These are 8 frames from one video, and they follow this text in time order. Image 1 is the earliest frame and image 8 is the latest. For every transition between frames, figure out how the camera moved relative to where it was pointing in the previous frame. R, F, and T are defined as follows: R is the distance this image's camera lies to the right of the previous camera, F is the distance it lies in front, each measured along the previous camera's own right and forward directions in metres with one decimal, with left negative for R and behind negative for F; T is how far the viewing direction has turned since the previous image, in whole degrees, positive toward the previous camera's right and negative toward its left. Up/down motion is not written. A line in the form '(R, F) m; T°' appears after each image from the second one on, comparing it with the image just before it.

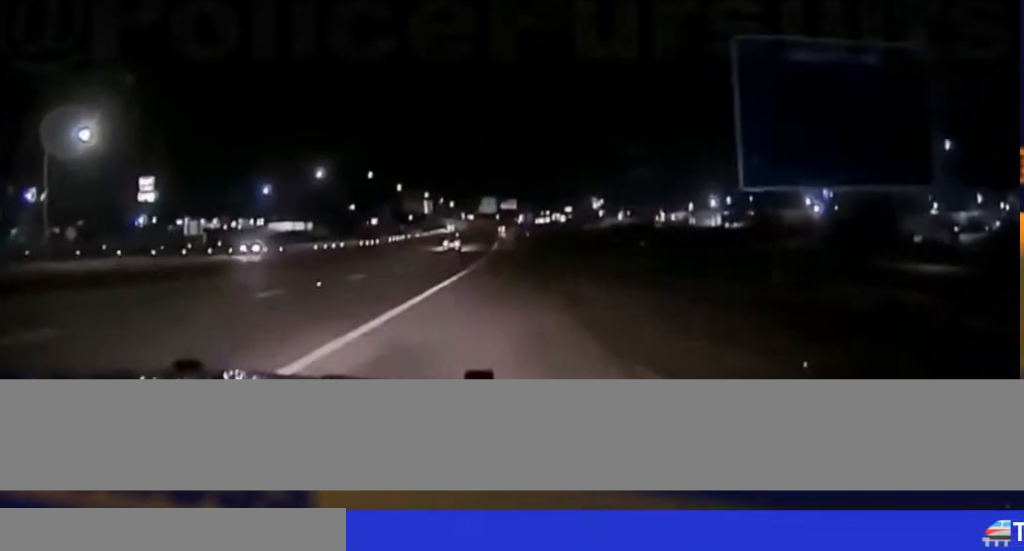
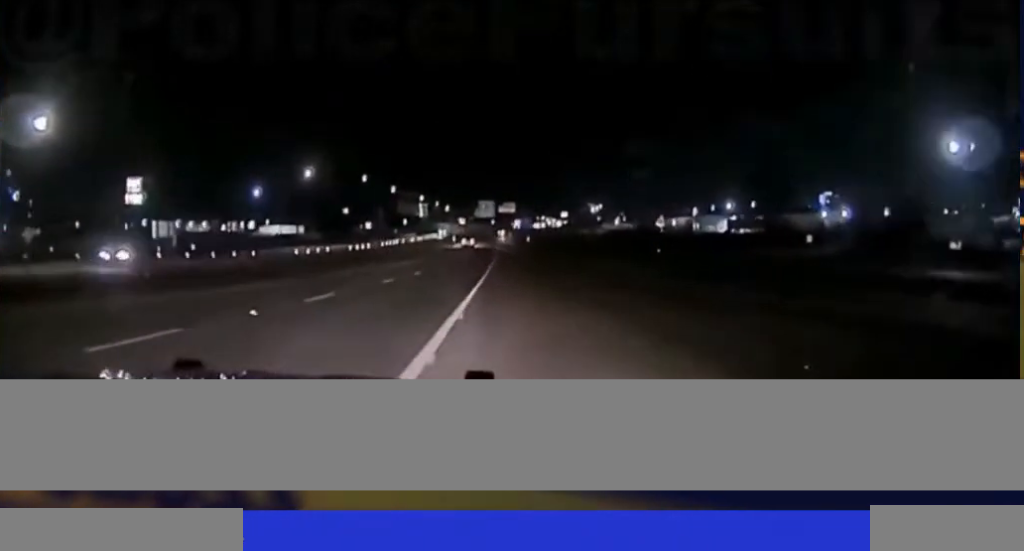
(+0.1, +14.2) m; +2°
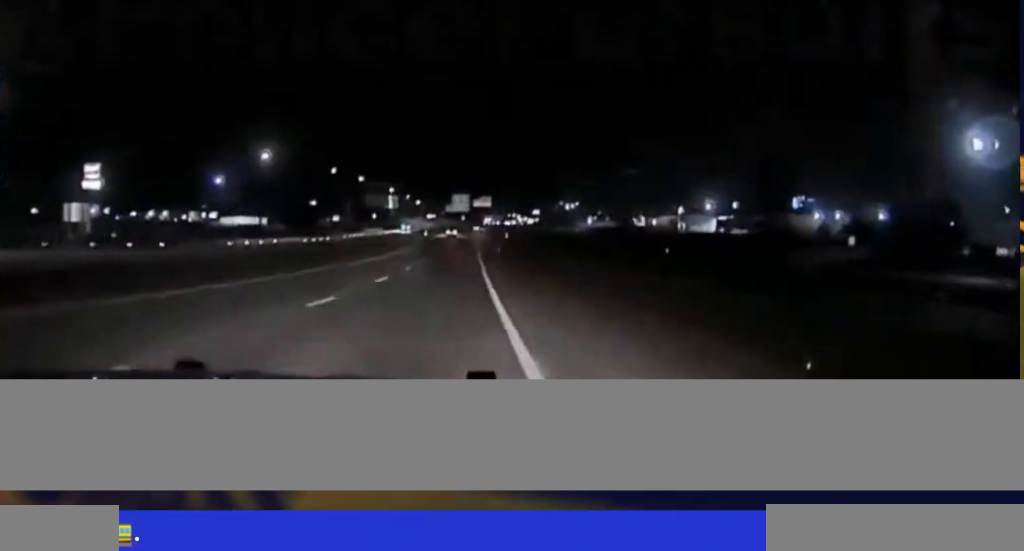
(+0.6, +18.8) m; +2°
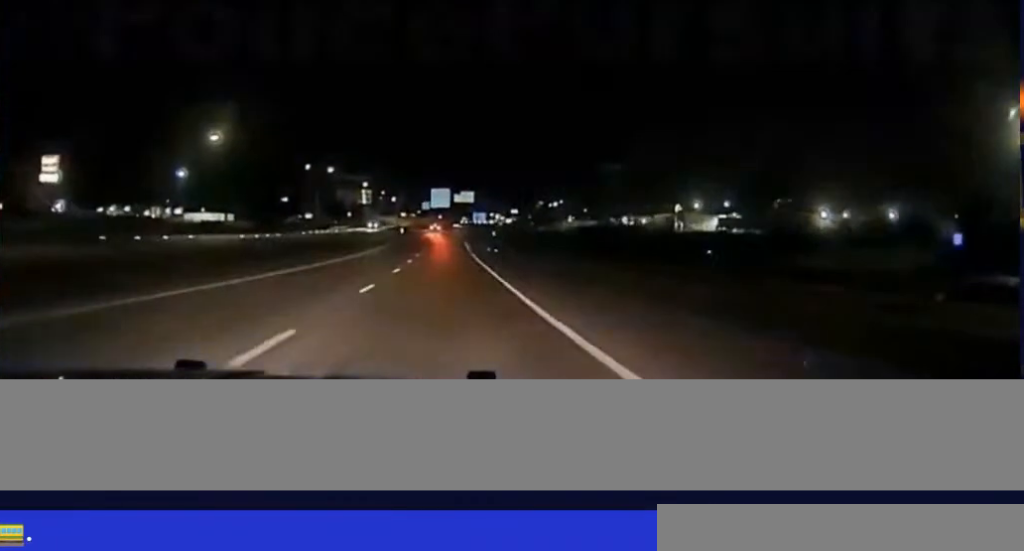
(+0.3, +23.4) m; +1°
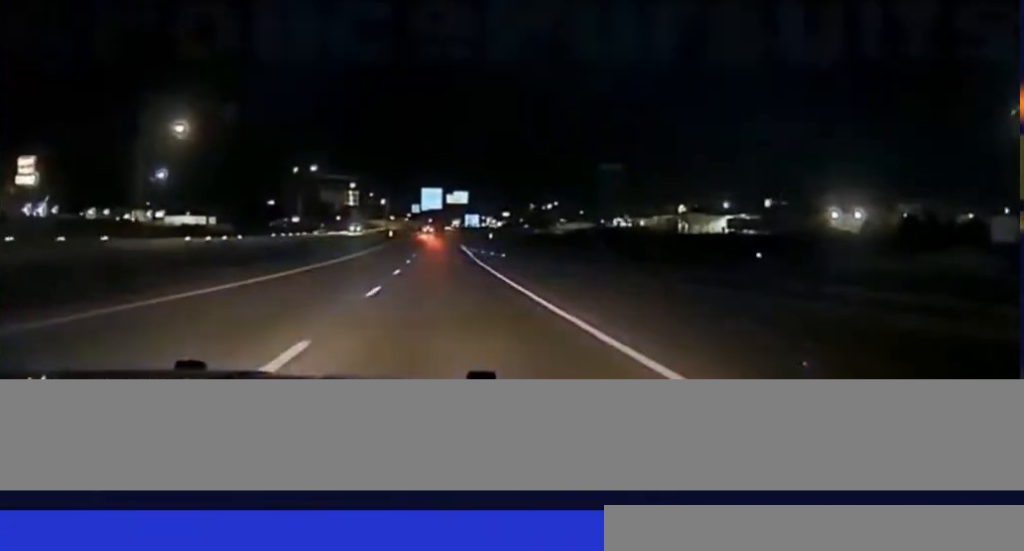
(0.0, +13.3) m; 0°
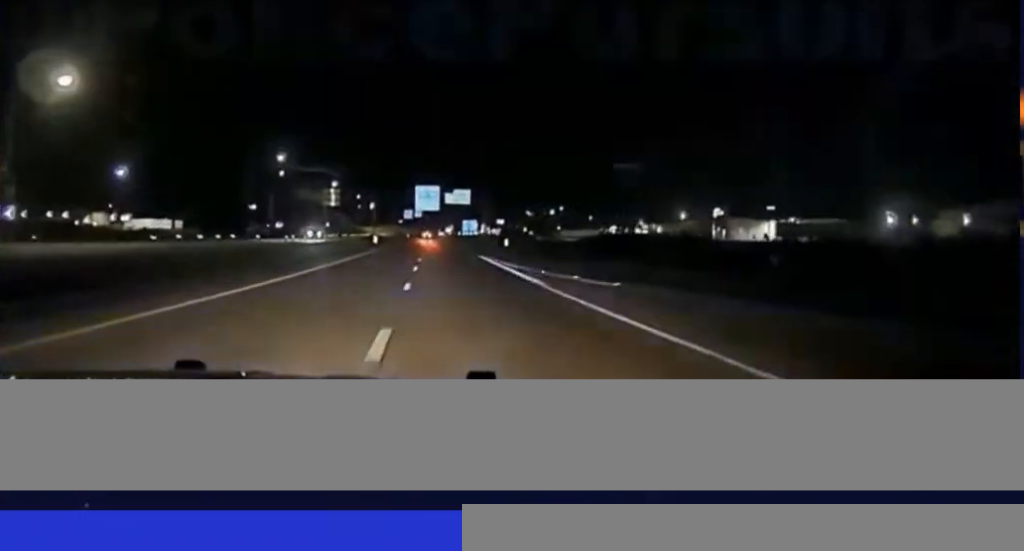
(+0.3, +37.5) m; +1°
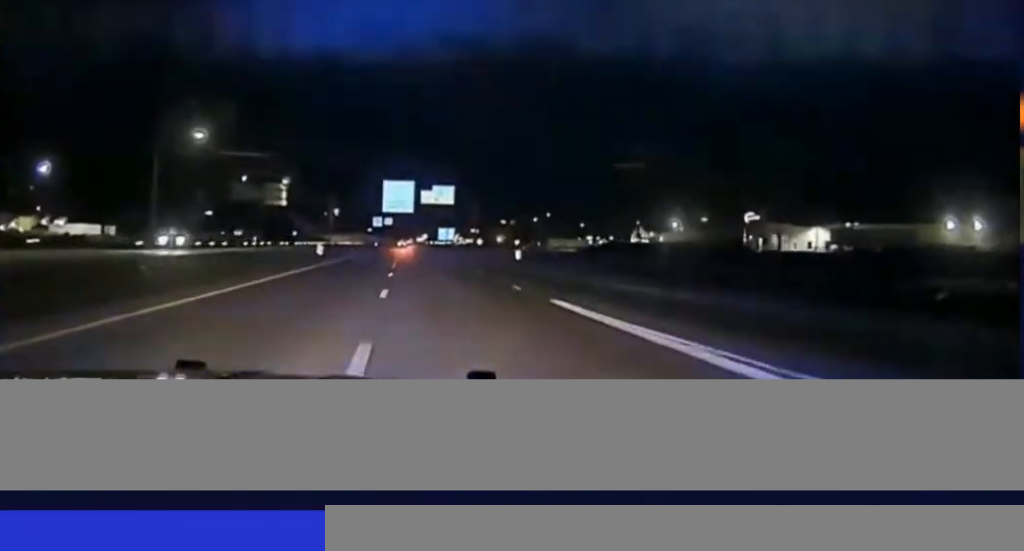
(+0.4, +41.5) m; +1°
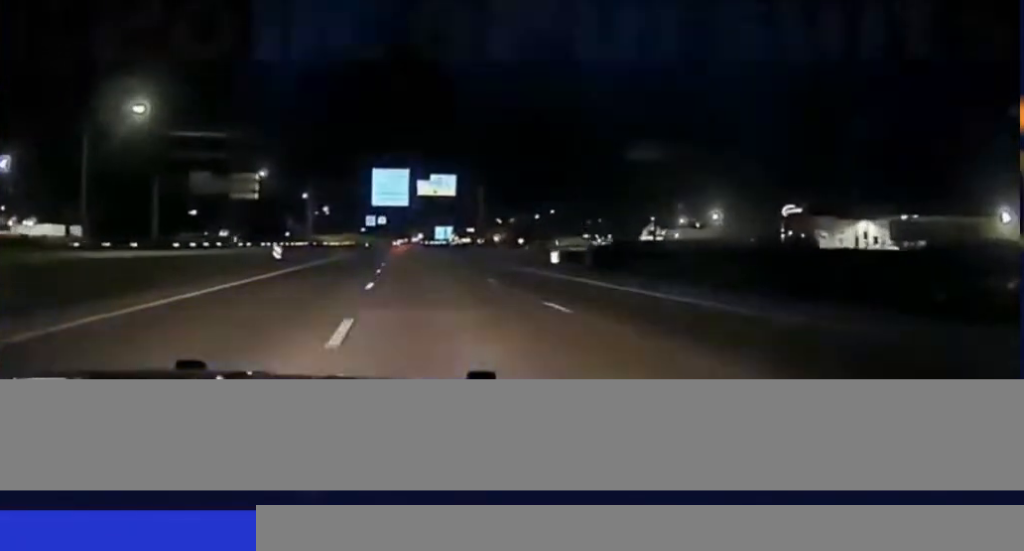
(0.0, +22.3) m; 0°
